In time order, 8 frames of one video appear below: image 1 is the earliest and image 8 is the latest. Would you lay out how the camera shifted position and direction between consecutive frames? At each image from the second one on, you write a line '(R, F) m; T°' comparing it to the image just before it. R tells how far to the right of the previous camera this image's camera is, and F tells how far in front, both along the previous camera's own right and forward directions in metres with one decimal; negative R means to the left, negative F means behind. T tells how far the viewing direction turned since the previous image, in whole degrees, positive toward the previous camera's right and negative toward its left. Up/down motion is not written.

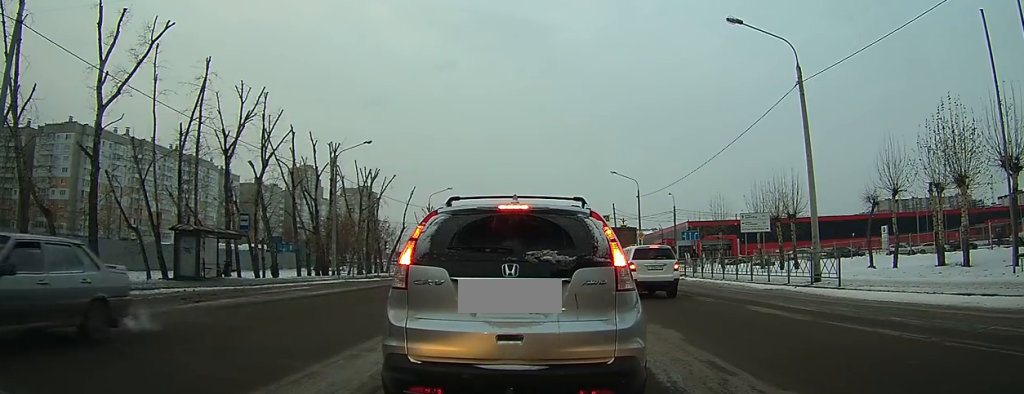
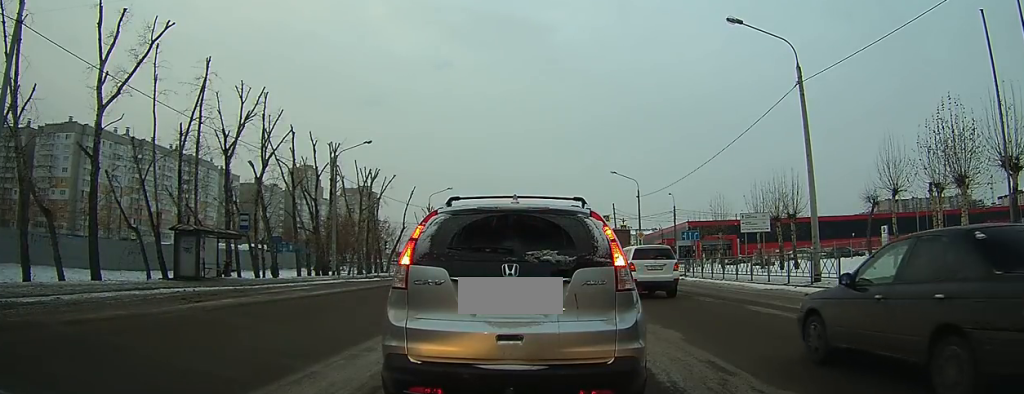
(0.0, 0.0) m; 0°
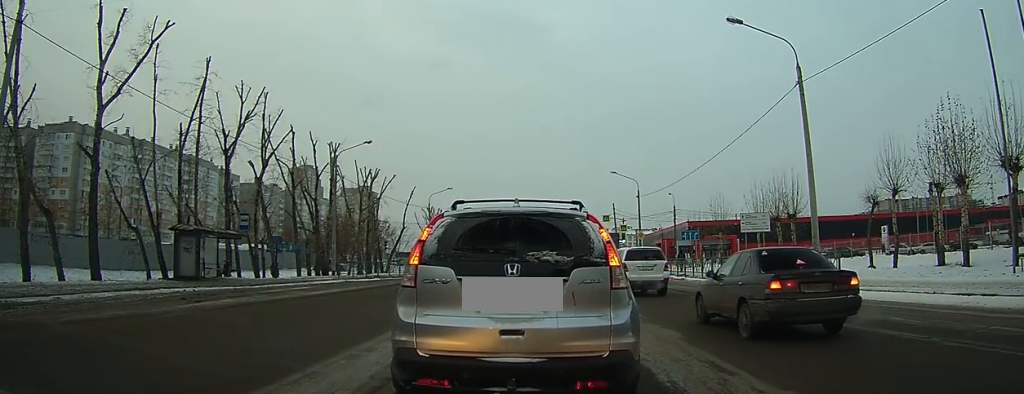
(0.0, 0.0) m; 0°
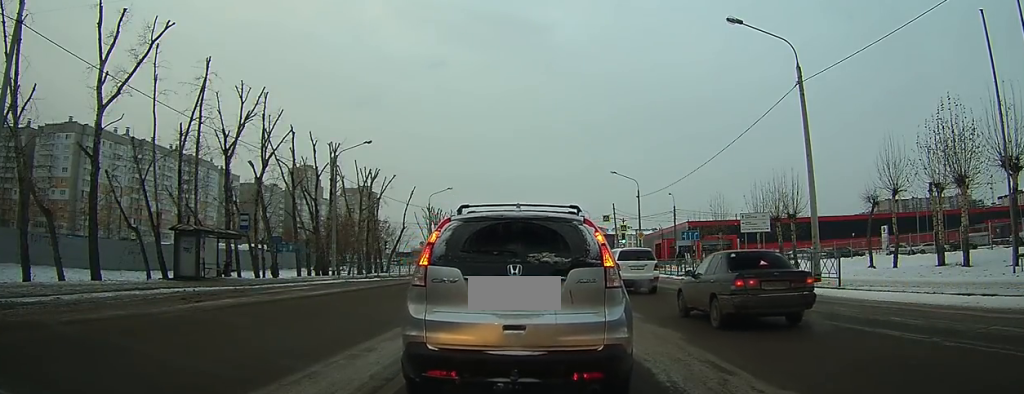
(0.0, 0.0) m; 0°
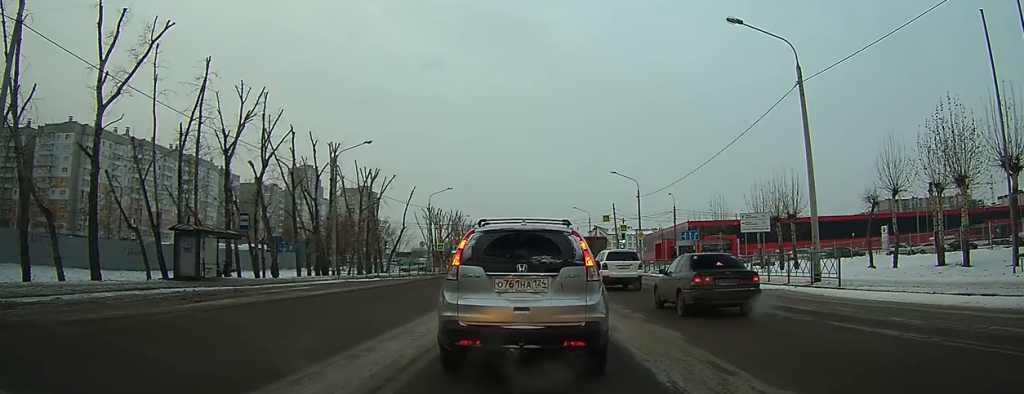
(0.0, +0.1) m; 0°
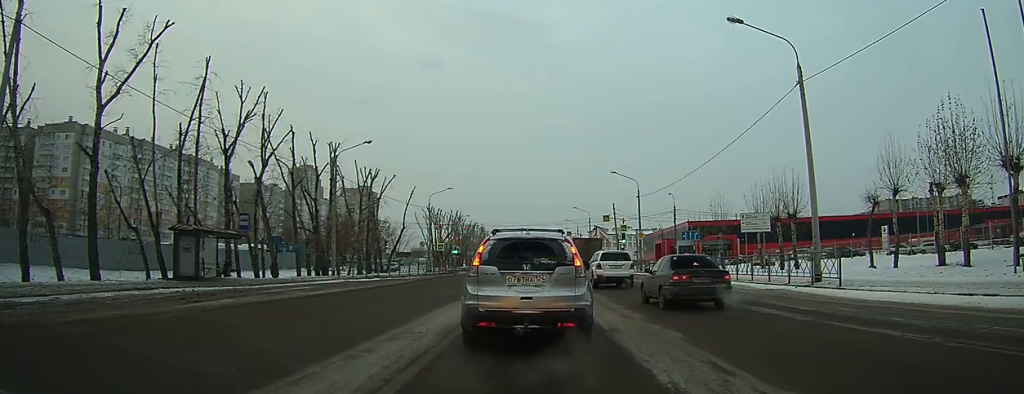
(0.0, +0.3) m; 0°
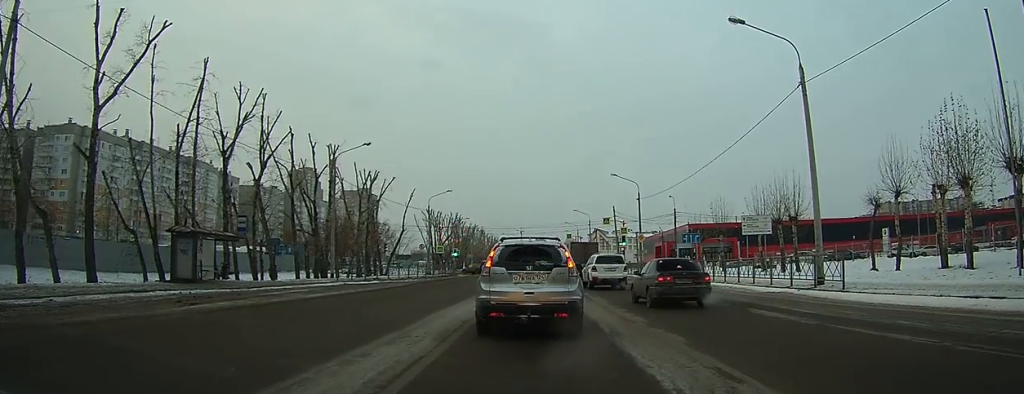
(-0.1, +0.5) m; 0°
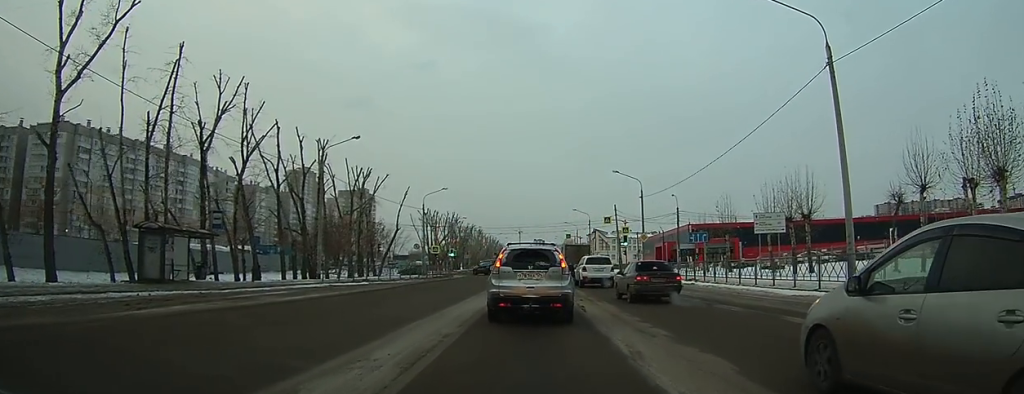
(0.0, +2.3) m; +6°
